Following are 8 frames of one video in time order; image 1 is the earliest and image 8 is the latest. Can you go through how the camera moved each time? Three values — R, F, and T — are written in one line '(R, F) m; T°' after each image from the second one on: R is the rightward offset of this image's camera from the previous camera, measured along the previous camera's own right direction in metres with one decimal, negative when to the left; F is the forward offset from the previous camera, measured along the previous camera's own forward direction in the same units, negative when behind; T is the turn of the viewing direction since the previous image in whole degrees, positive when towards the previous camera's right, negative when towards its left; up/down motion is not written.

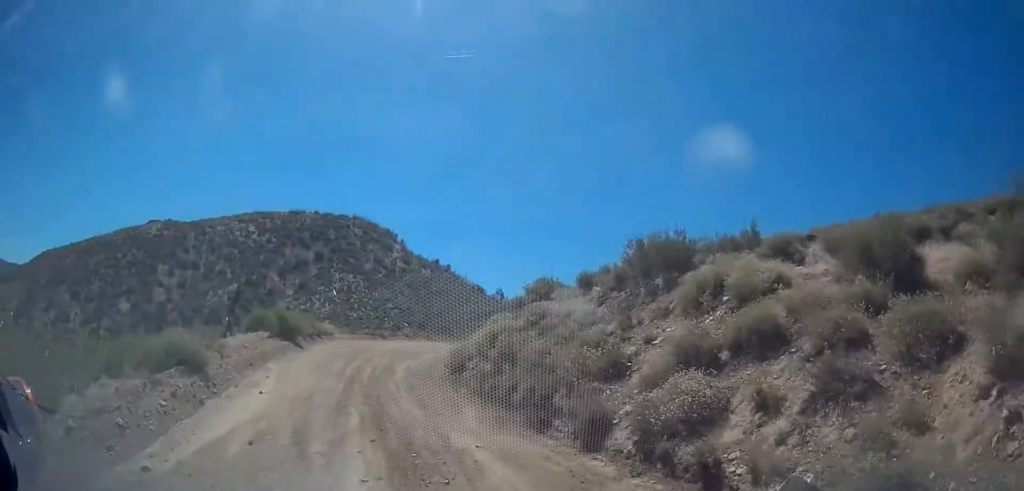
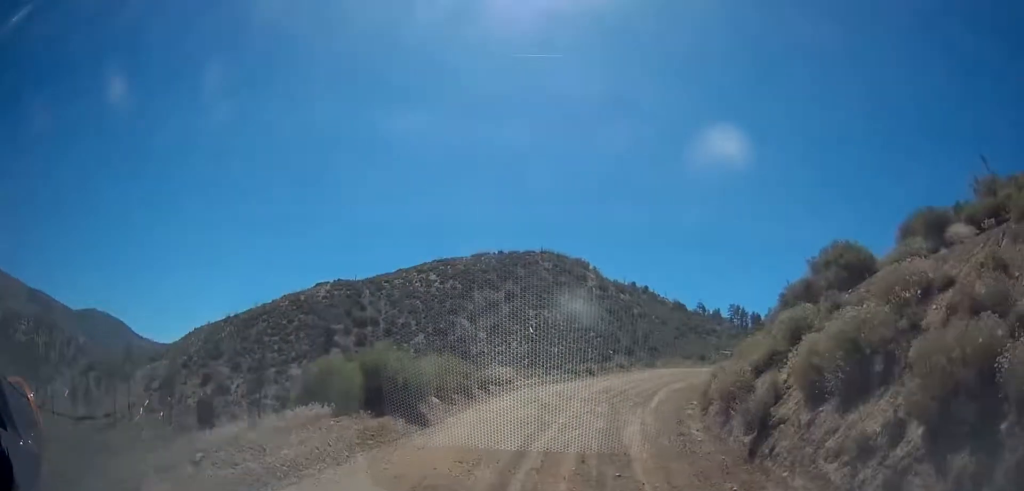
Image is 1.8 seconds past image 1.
(-2.6, +10.2) m; -20°
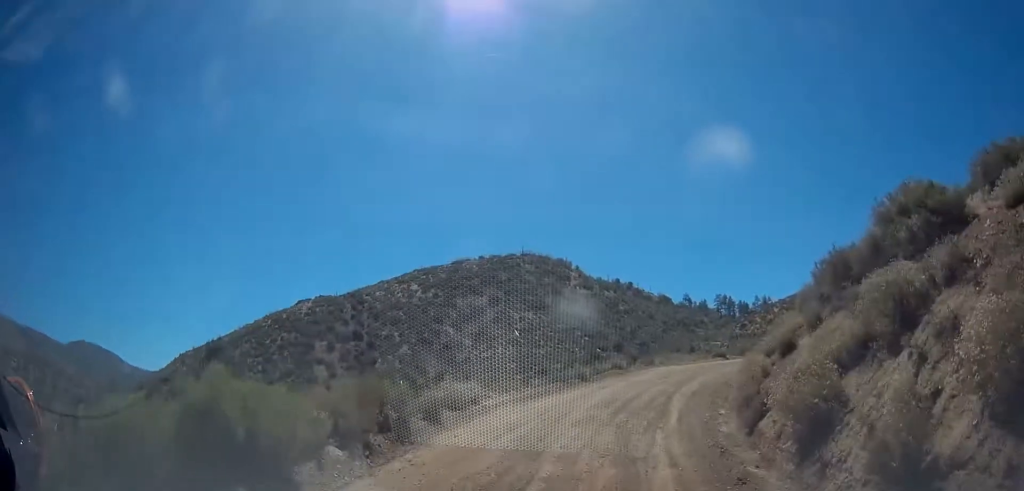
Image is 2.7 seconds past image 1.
(-0.1, +4.9) m; +1°
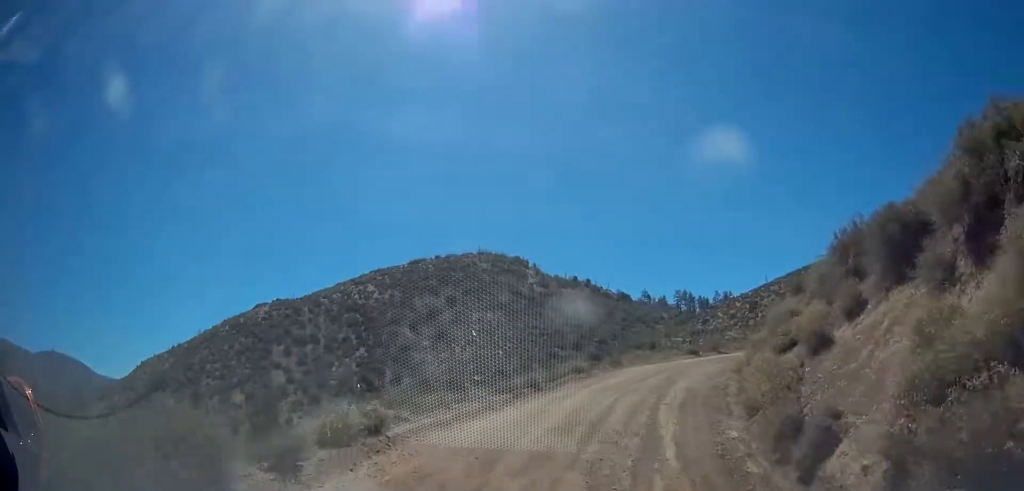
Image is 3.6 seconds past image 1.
(0.0, +4.8) m; +4°
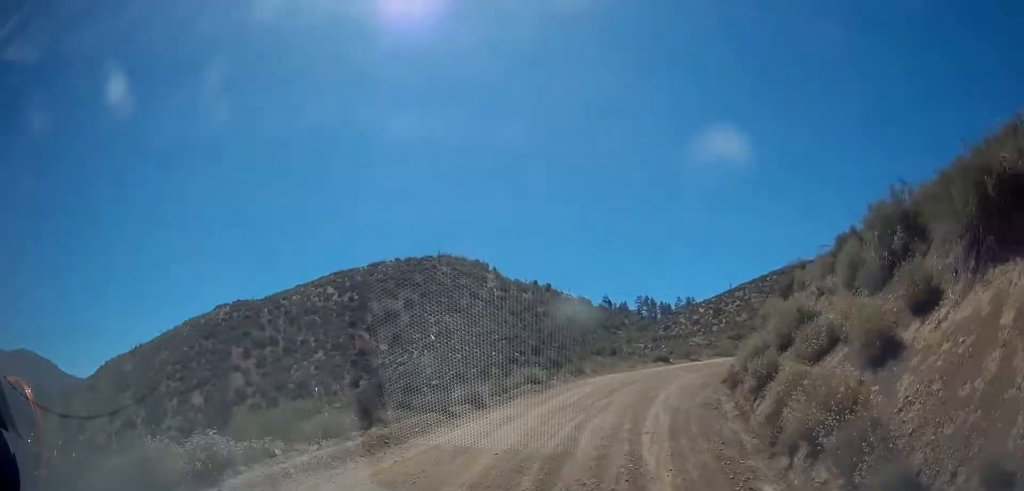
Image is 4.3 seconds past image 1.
(+0.3, +4.0) m; +5°
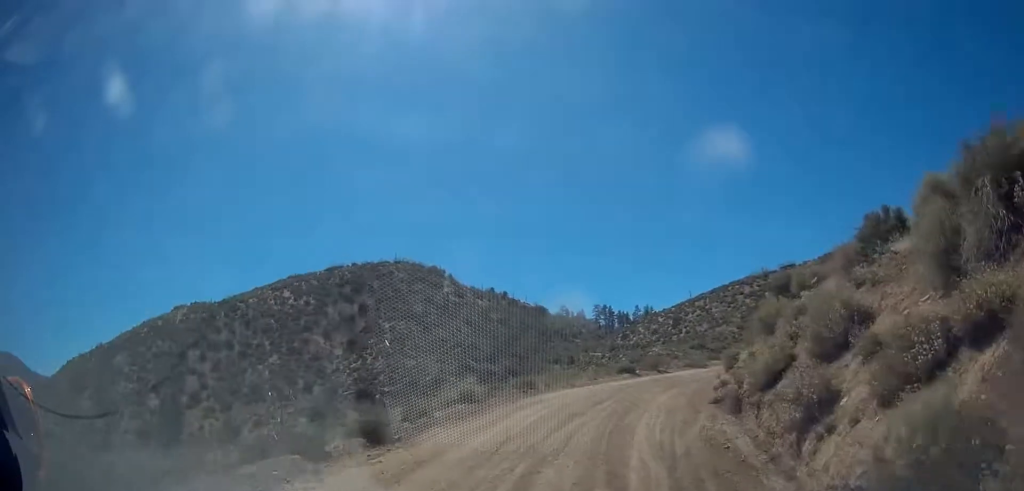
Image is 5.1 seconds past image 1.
(+0.2, +4.5) m; +4°
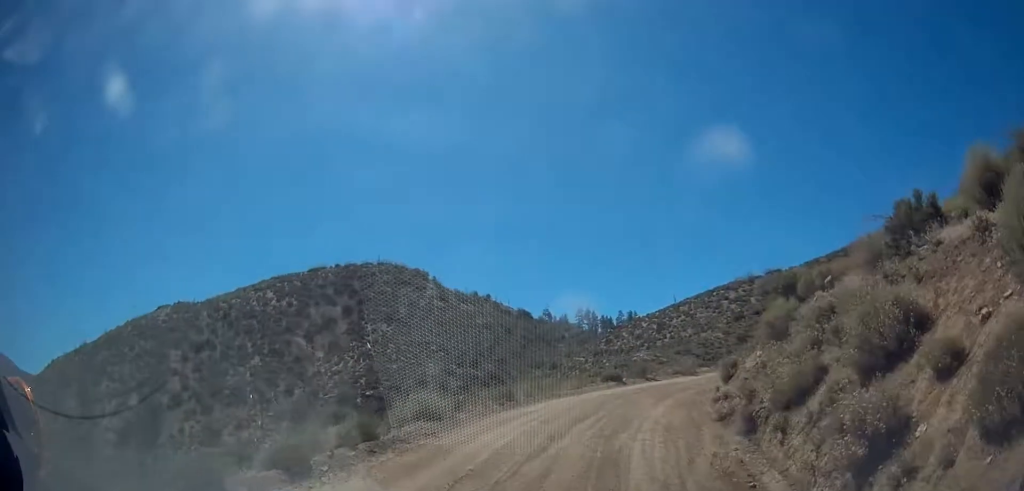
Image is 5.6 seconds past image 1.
(0.0, +2.3) m; +2°
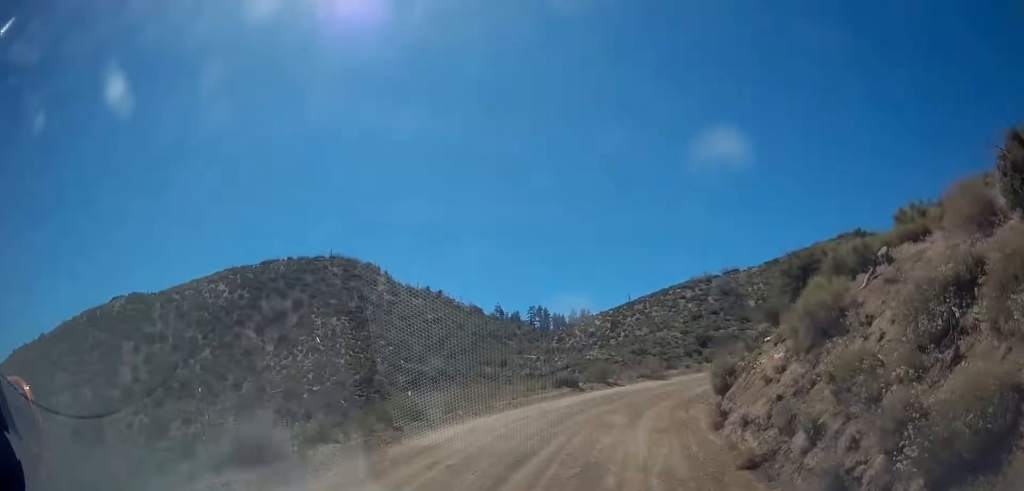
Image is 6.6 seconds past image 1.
(+0.1, +5.8) m; +3°
